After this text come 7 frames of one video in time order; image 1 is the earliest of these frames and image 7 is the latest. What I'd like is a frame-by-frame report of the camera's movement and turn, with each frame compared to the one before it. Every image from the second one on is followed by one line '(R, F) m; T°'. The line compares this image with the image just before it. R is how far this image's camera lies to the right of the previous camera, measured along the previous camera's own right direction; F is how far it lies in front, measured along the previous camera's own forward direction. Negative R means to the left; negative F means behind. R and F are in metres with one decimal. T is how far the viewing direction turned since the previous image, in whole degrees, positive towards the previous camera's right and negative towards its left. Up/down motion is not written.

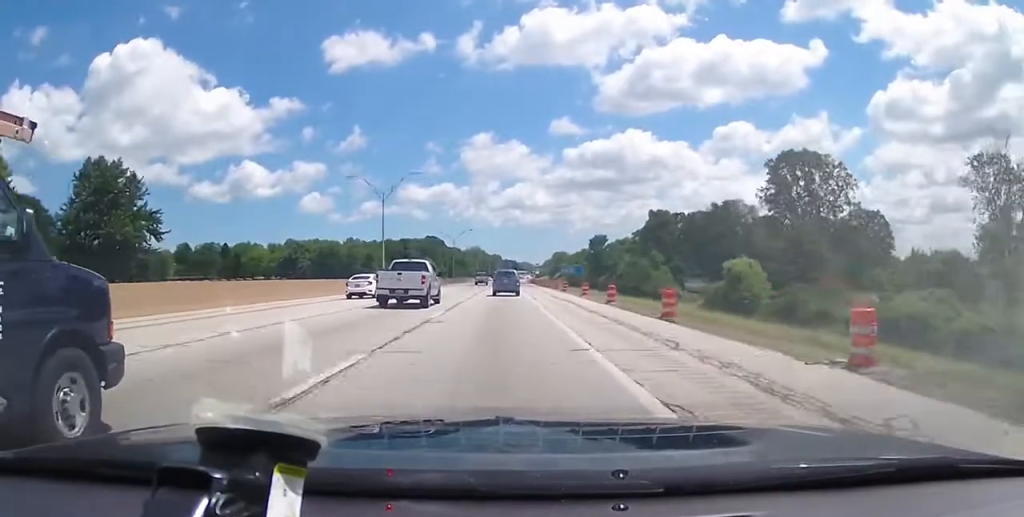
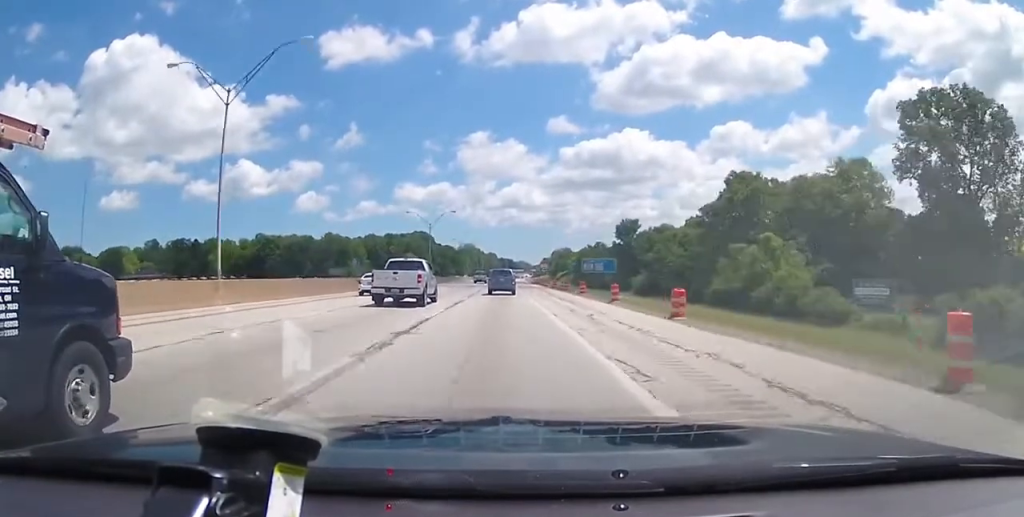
(+0.1, +36.6) m; +1°
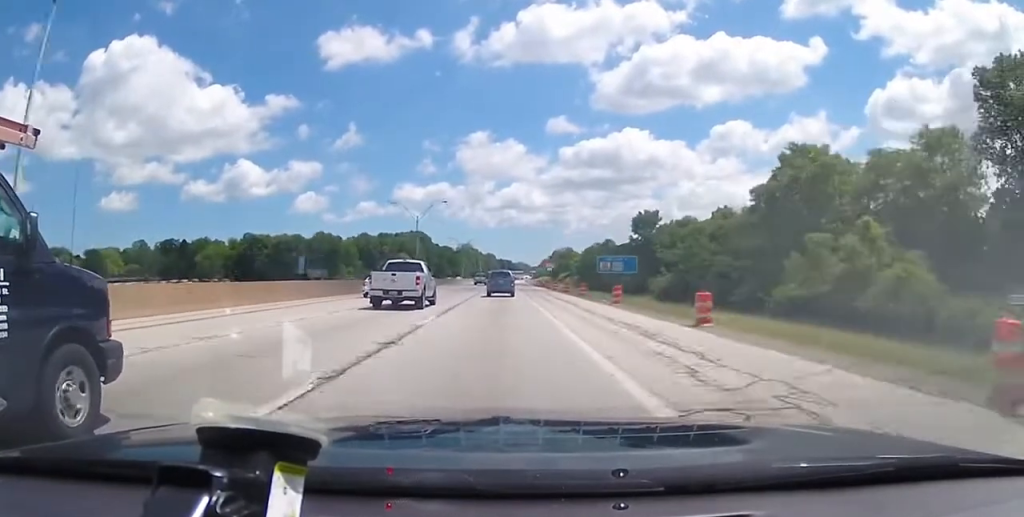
(+0.1, +13.5) m; 0°
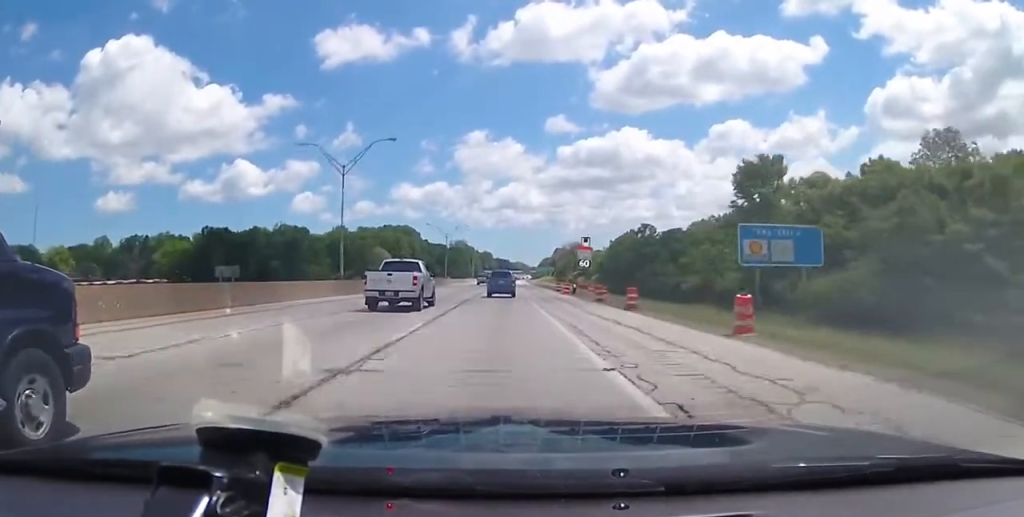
(-0.2, +39.6) m; 0°
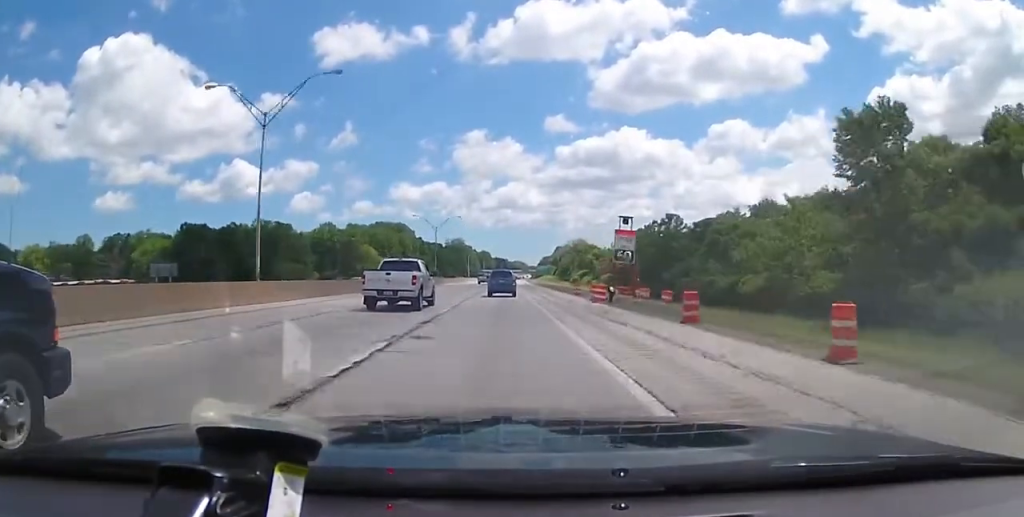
(+0.1, +16.6) m; 0°
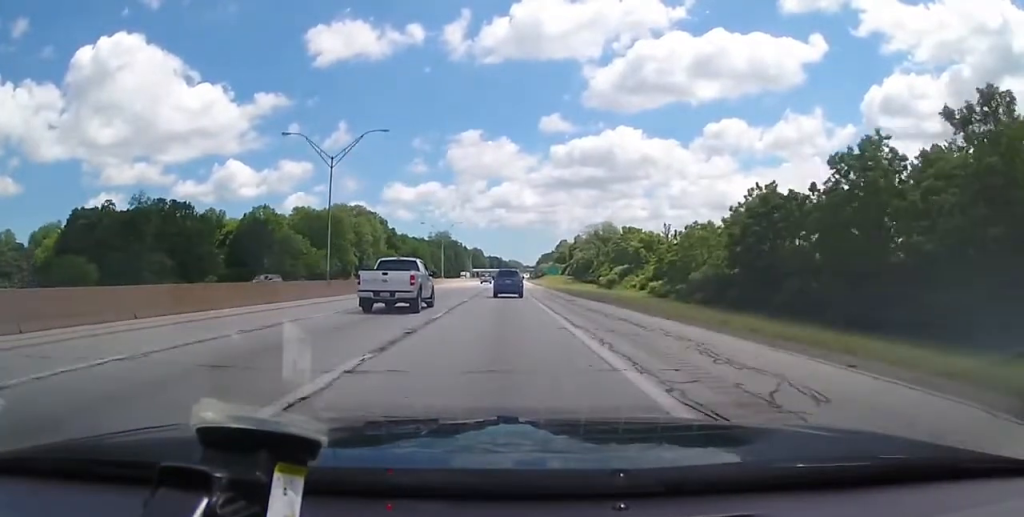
(+0.2, +63.4) m; +1°
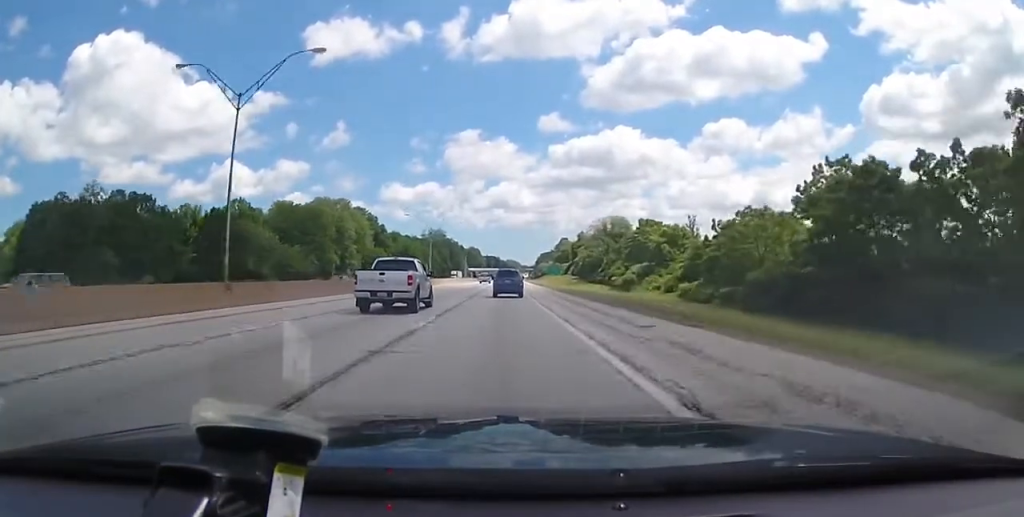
(0.0, +16.4) m; 0°
